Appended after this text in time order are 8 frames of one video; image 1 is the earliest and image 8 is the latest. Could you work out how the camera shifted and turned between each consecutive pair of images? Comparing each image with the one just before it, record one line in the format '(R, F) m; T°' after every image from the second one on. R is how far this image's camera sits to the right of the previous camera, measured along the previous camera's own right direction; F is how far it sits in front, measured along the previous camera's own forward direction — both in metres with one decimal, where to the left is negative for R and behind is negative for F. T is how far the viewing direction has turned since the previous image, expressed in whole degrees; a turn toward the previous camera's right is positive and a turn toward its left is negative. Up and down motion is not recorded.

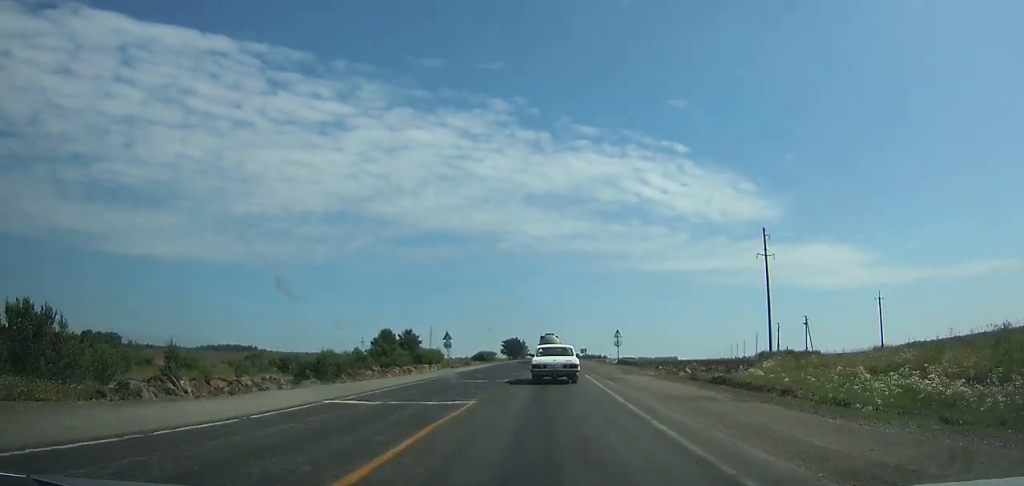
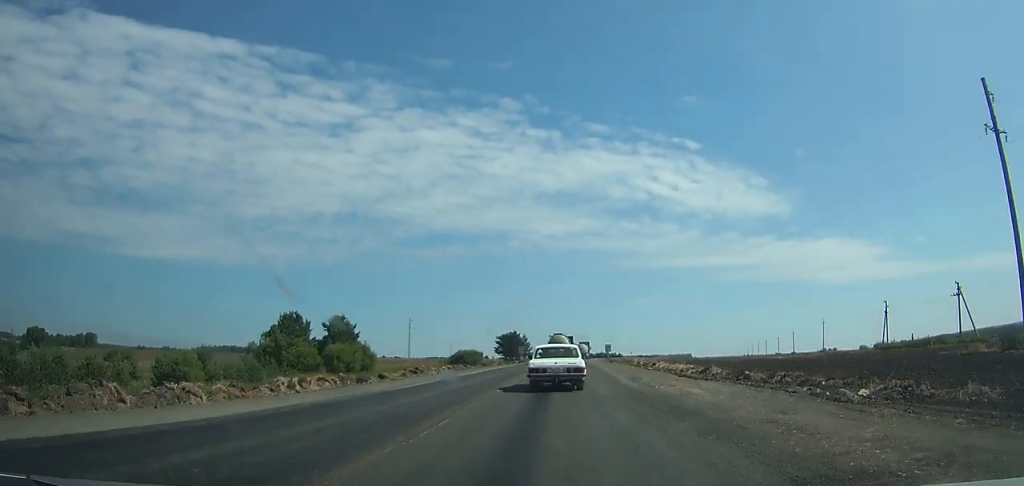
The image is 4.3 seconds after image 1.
(-0.7, +47.5) m; -1°
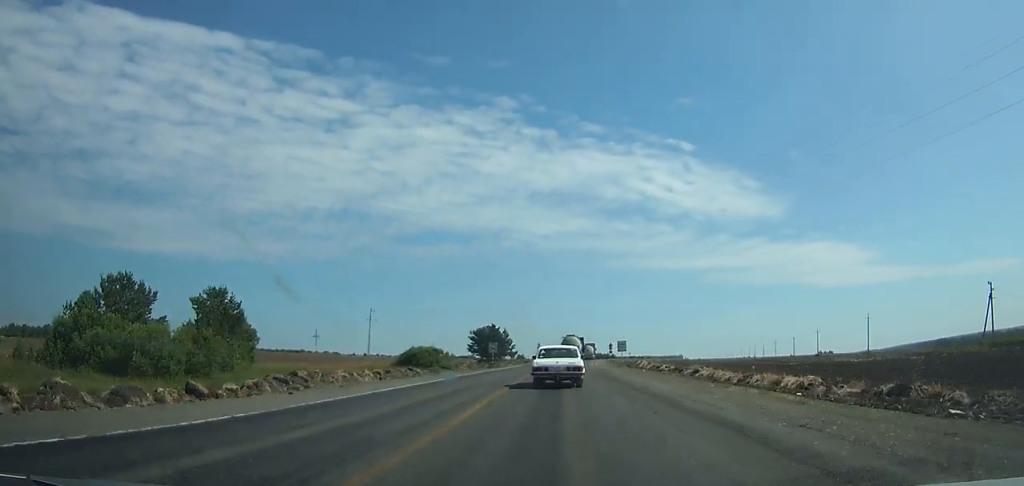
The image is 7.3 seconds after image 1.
(0.0, +34.4) m; +1°
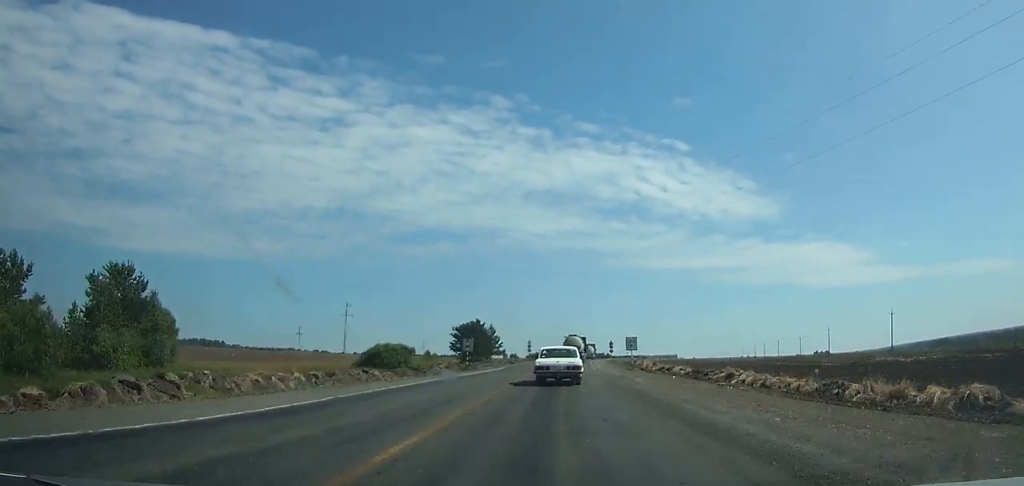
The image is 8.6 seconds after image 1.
(+0.1, +15.1) m; +1°
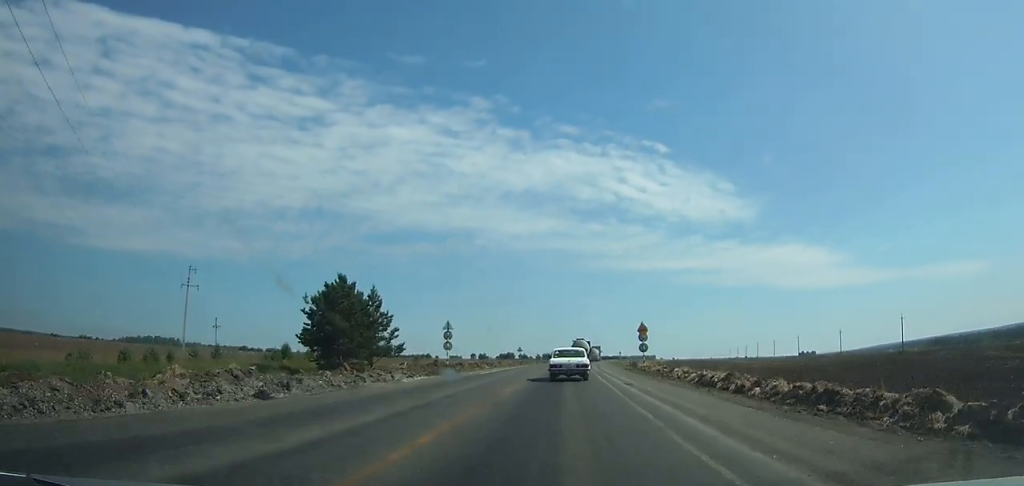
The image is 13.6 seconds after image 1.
(+1.4, +60.7) m; +3°
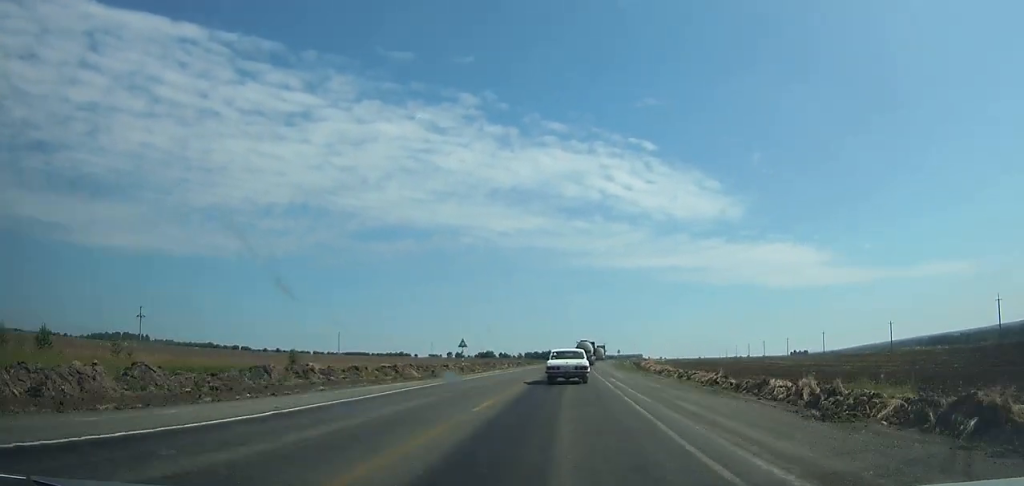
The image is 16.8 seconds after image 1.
(+0.6, +41.4) m; +2°
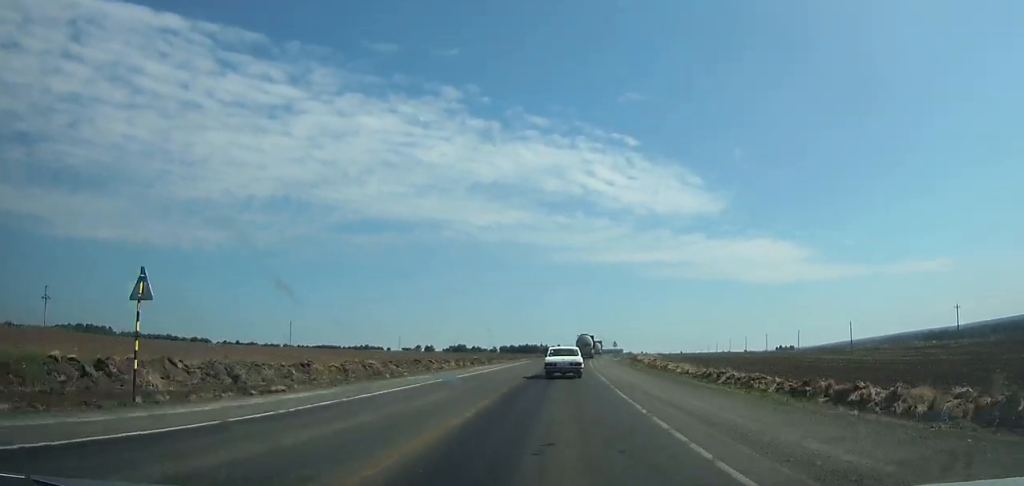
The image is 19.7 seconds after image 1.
(+0.6, +39.4) m; +2°
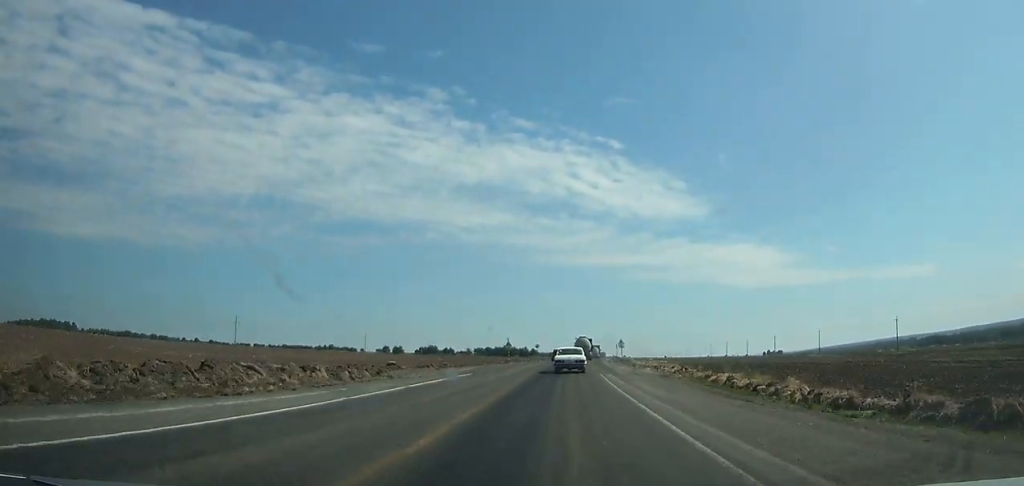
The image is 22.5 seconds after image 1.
(+0.7, +40.1) m; +2°
